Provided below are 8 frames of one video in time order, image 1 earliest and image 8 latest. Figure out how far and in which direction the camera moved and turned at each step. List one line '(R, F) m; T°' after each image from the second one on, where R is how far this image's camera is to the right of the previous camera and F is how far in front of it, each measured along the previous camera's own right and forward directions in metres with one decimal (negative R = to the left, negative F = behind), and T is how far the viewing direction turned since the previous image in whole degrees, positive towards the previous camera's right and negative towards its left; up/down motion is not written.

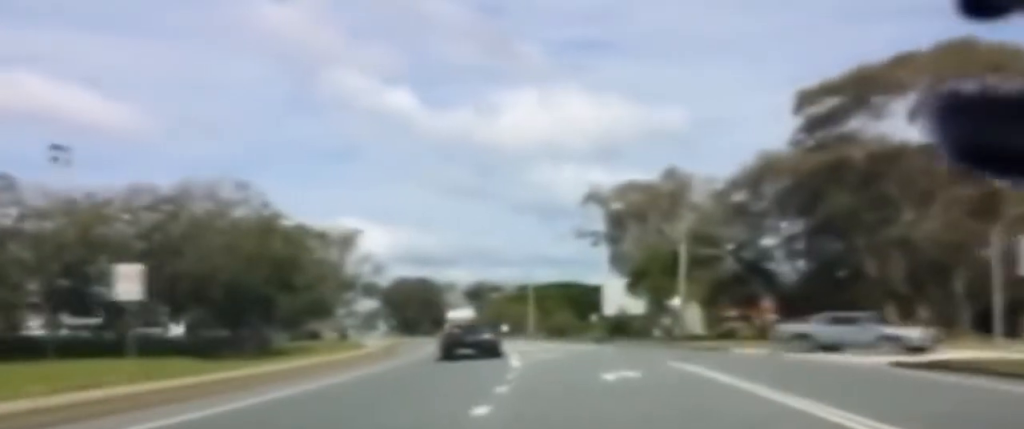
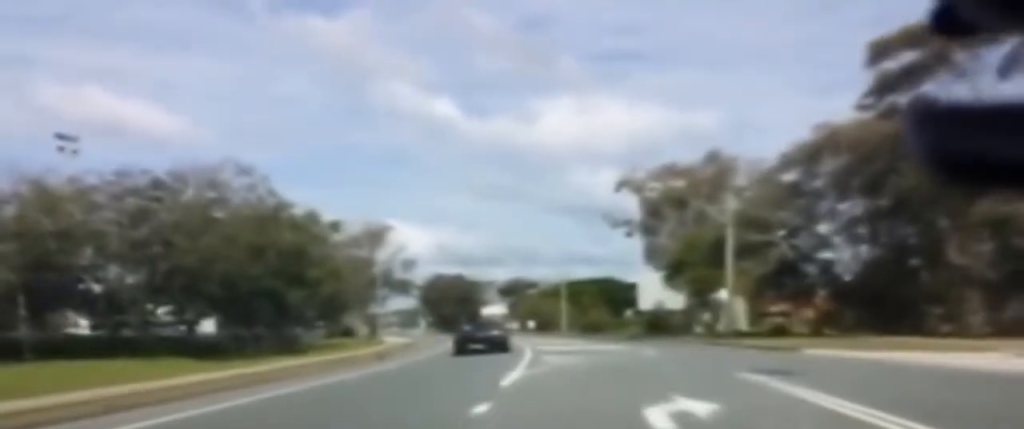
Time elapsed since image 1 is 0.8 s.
(+0.2, +8.3) m; -1°
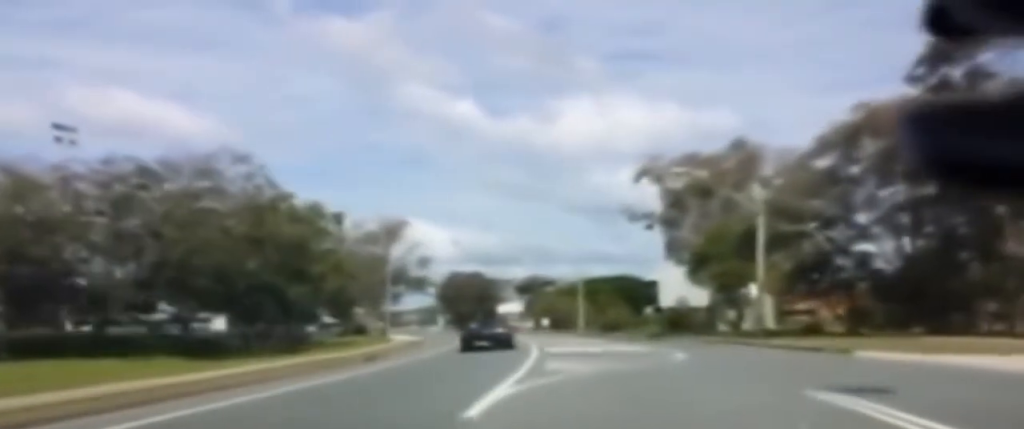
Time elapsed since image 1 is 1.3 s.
(-0.2, +4.3) m; +1°
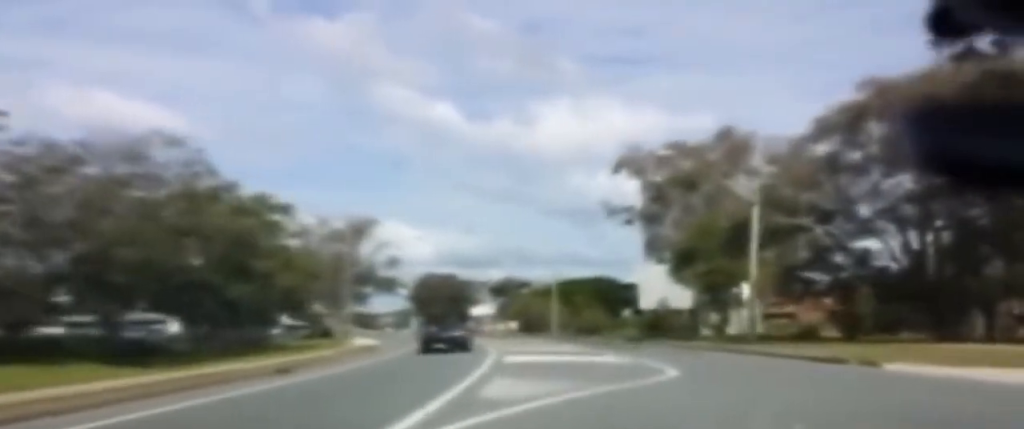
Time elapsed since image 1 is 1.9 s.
(-0.4, +5.4) m; +1°
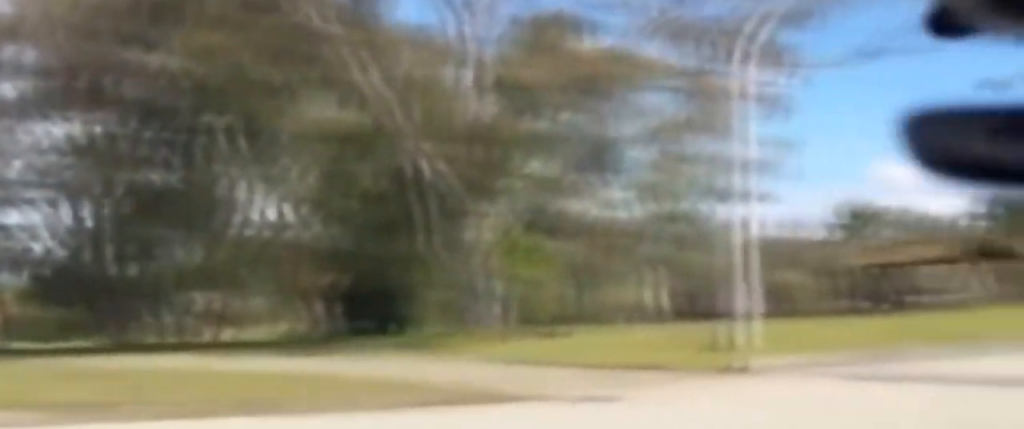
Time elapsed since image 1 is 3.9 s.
(+4.1, +12.0) m; +50°
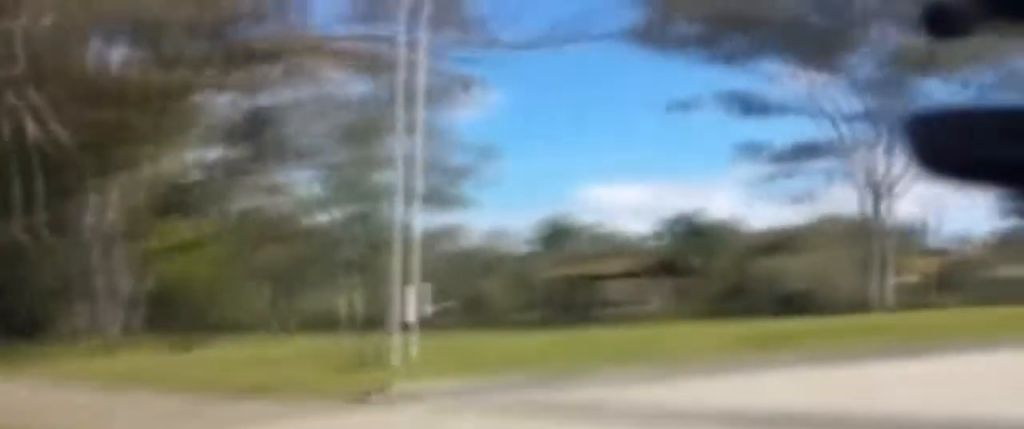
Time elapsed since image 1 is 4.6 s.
(+1.0, +3.0) m; +17°
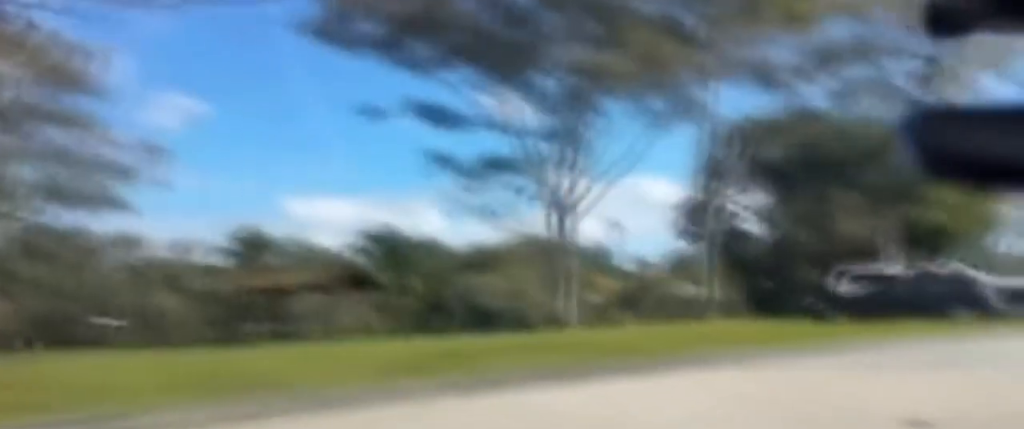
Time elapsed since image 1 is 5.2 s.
(+0.4, +2.7) m; +13°
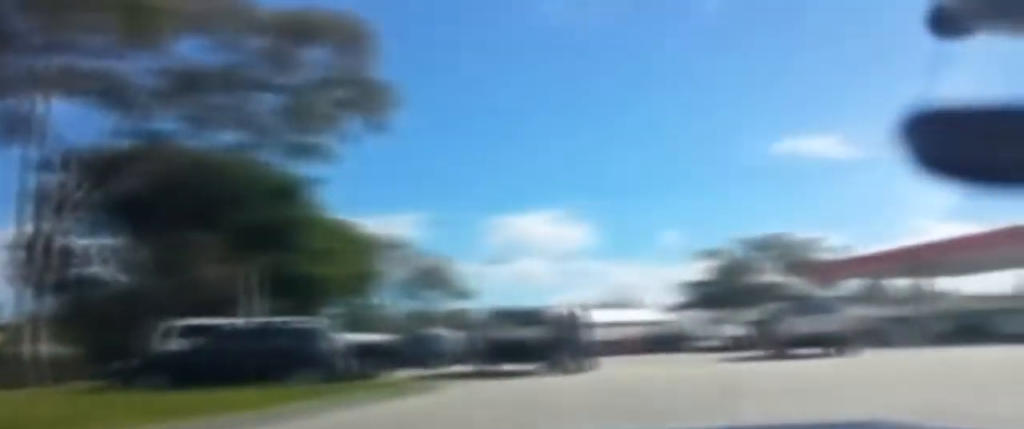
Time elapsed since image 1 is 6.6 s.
(+1.0, +5.1) m; +23°
